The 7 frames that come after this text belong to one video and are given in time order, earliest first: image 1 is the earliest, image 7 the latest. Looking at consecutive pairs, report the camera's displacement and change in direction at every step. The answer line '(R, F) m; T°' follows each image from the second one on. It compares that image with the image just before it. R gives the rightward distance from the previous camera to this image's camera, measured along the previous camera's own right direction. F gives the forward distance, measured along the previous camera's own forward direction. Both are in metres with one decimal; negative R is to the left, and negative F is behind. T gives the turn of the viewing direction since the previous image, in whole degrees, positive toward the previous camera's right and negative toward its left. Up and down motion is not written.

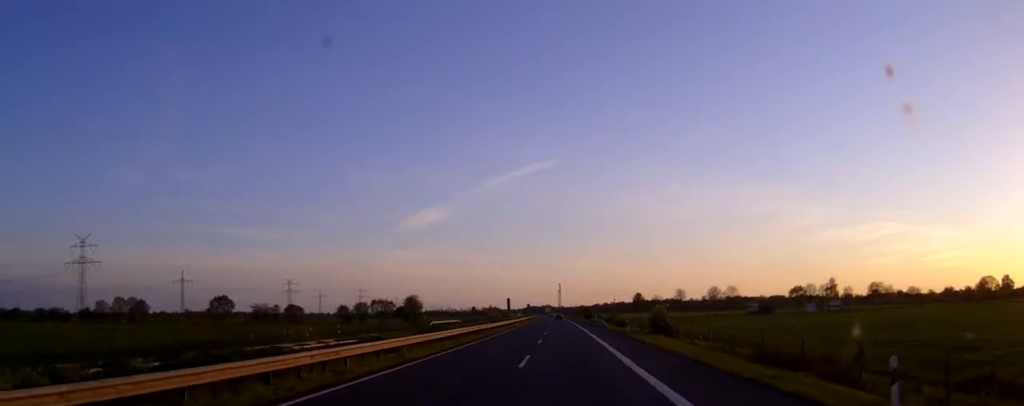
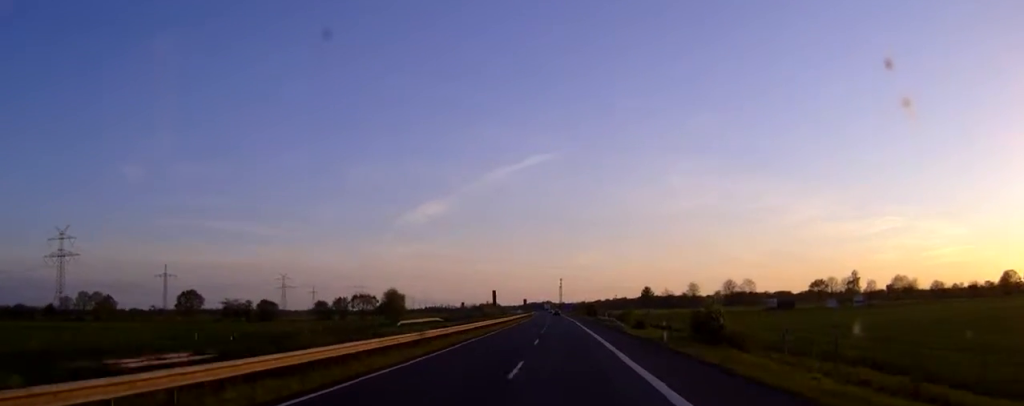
(0.0, +22.2) m; 0°
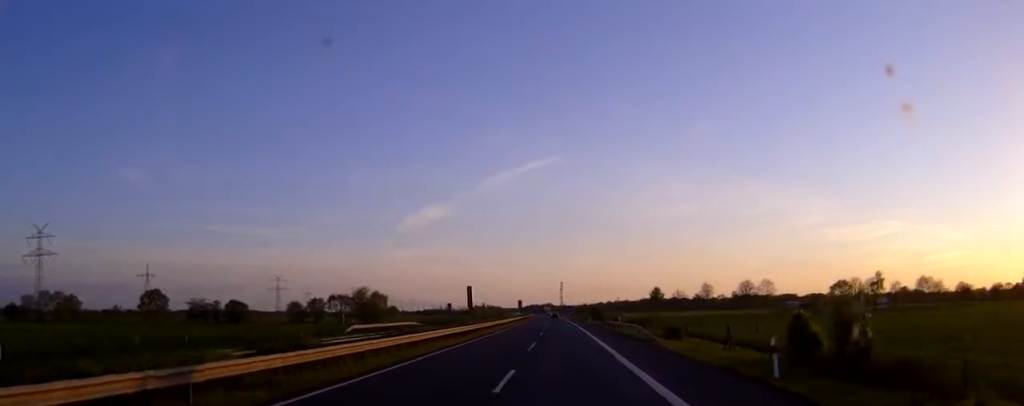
(0.0, +21.3) m; 0°
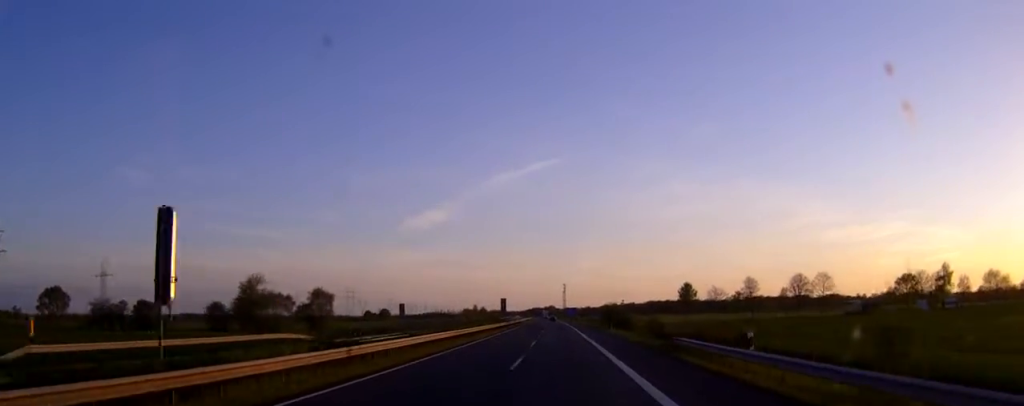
(-0.1, +46.3) m; 0°
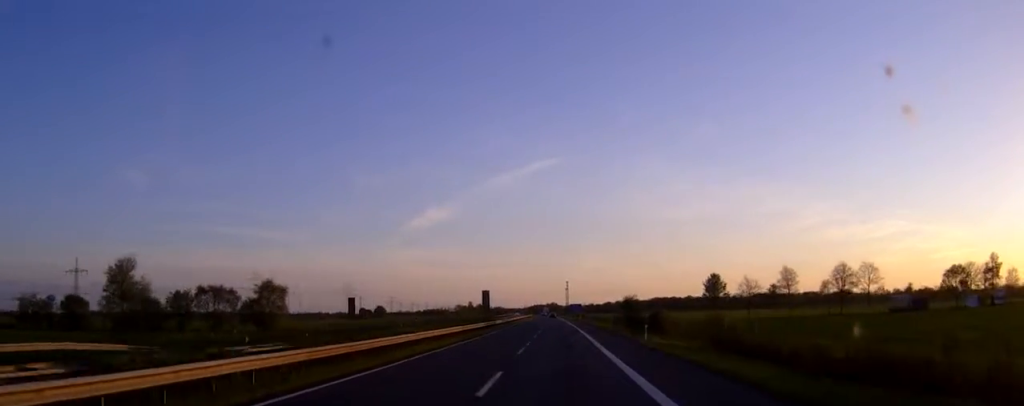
(-0.1, +26.1) m; 0°
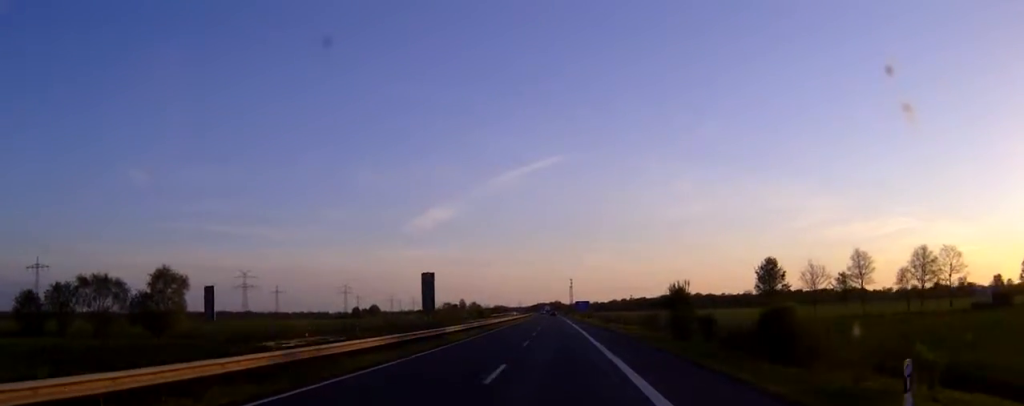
(0.0, +33.8) m; 0°
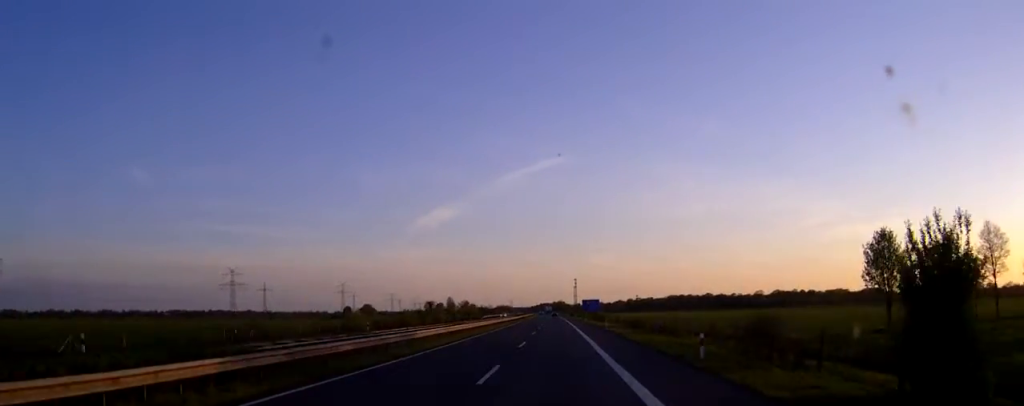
(-0.2, +35.5) m; 0°
